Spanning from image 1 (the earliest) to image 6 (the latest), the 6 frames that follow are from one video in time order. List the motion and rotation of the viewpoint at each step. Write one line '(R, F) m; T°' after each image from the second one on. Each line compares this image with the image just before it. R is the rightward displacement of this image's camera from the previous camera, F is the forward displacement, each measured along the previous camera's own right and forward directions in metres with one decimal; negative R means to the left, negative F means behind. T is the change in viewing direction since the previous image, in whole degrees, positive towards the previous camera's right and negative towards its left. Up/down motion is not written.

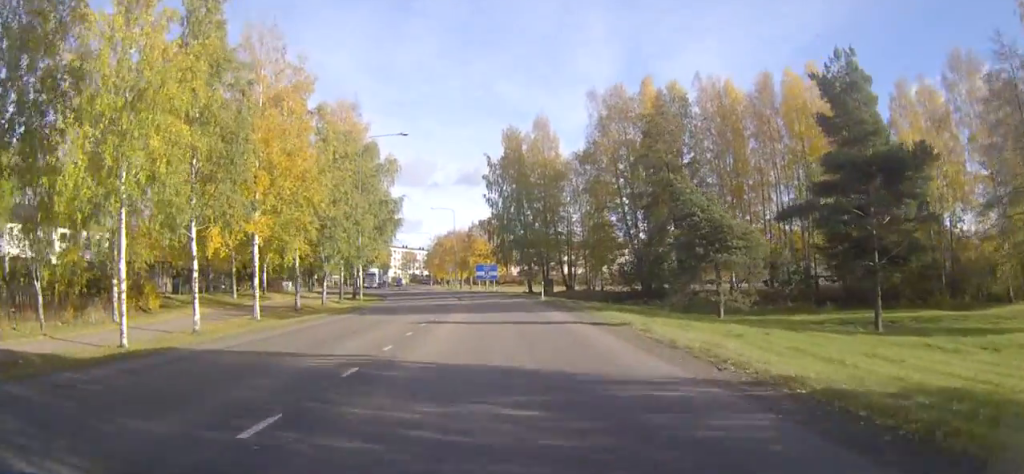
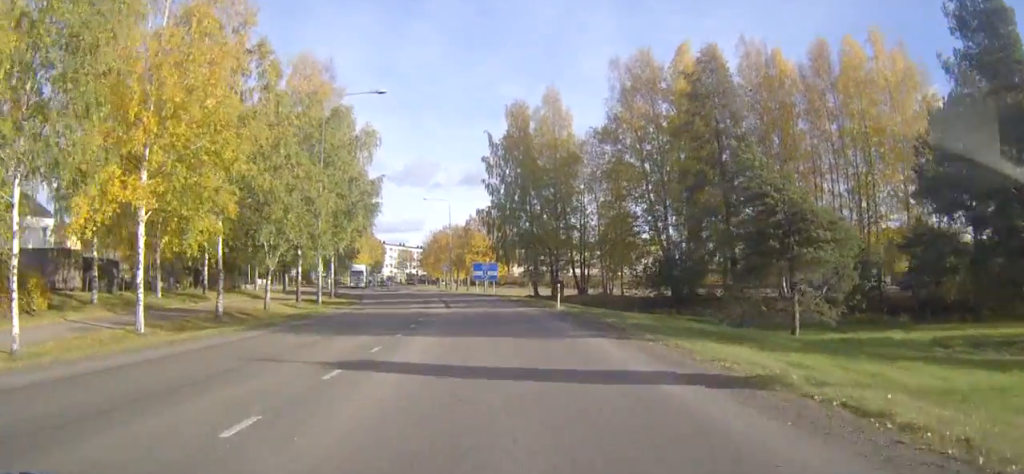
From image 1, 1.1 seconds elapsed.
(-0.1, +12.2) m; 0°
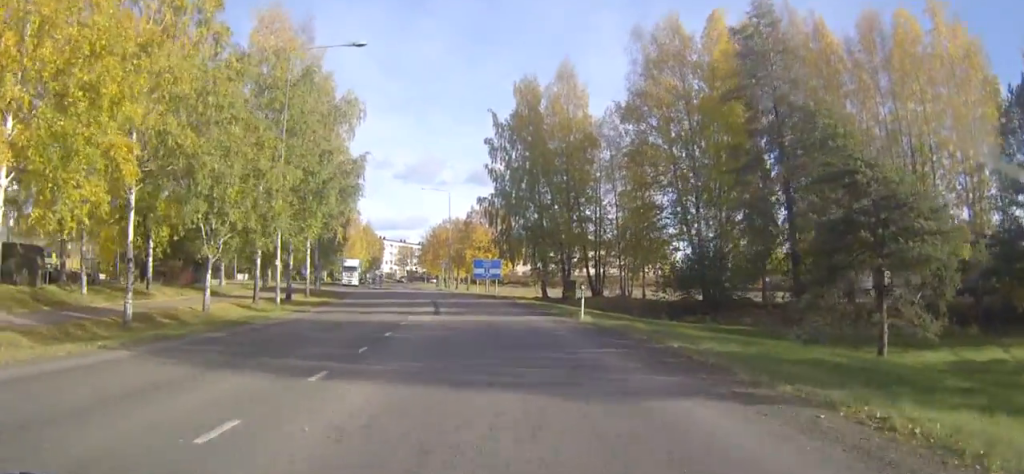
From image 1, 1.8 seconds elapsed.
(0.0, +8.4) m; 0°
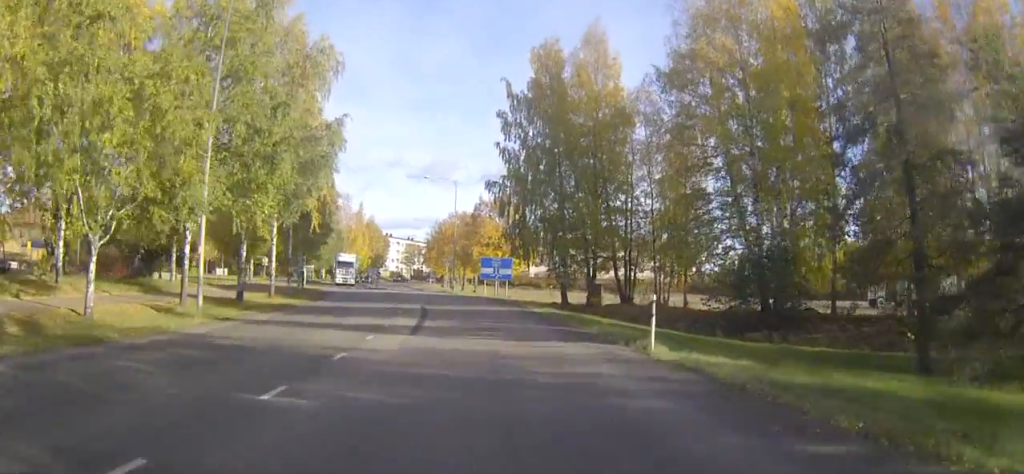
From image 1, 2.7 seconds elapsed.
(0.0, +9.9) m; -1°
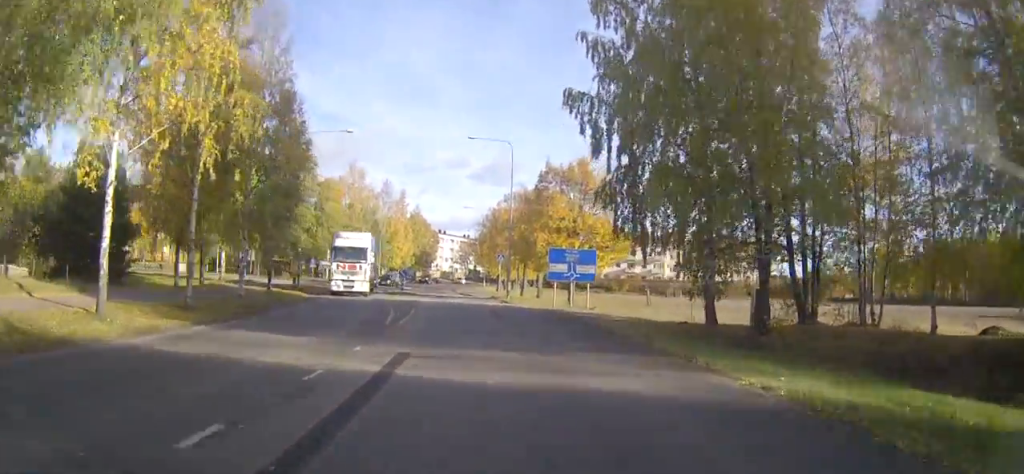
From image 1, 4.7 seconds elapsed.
(-0.9, +22.9) m; -5°
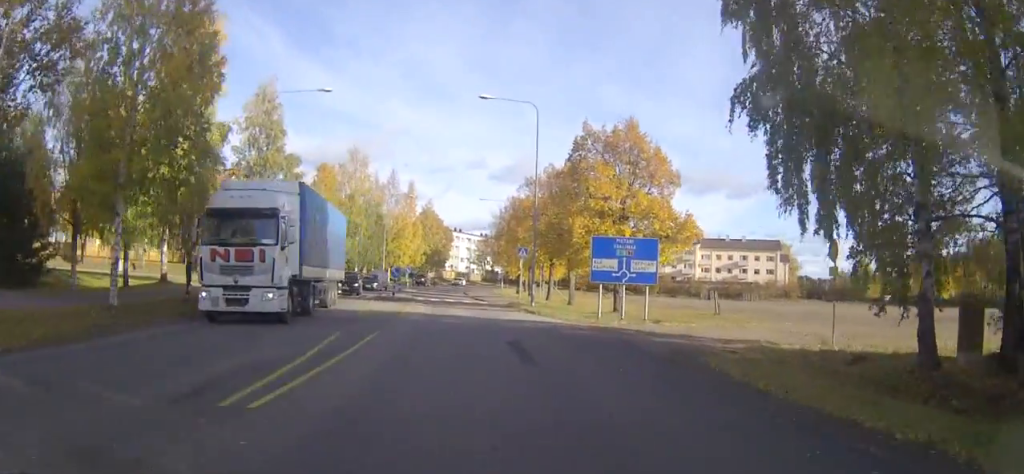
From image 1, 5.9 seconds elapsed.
(-0.2, +13.1) m; -2°
